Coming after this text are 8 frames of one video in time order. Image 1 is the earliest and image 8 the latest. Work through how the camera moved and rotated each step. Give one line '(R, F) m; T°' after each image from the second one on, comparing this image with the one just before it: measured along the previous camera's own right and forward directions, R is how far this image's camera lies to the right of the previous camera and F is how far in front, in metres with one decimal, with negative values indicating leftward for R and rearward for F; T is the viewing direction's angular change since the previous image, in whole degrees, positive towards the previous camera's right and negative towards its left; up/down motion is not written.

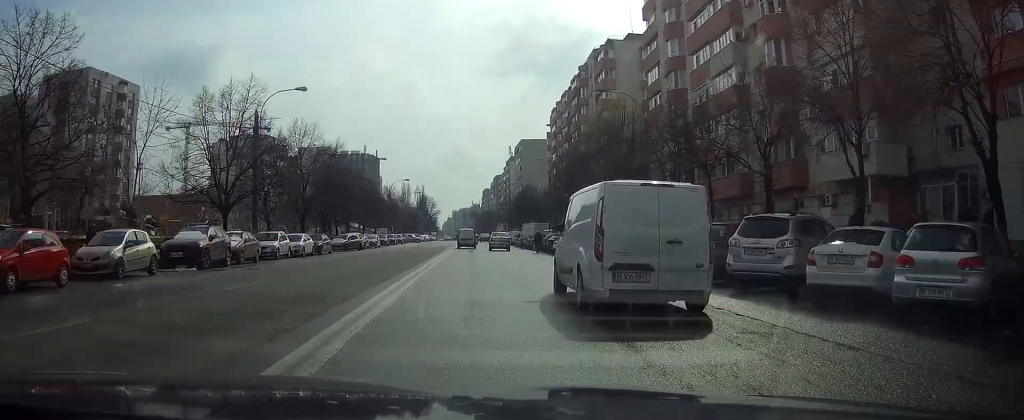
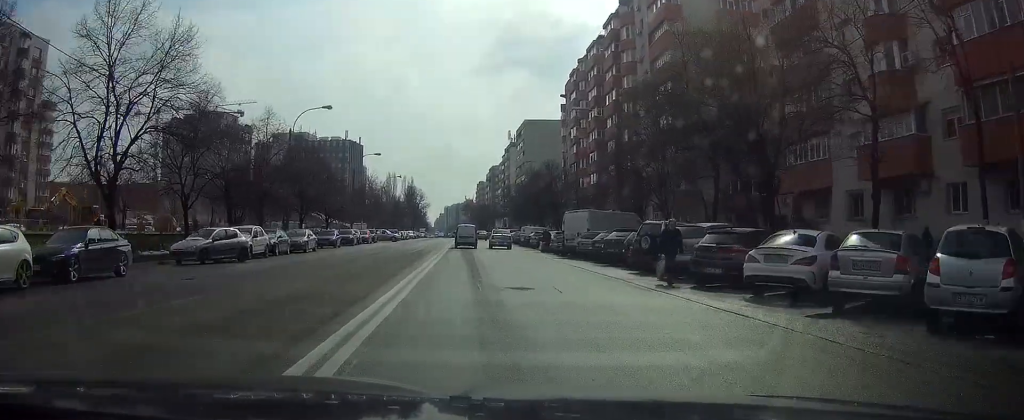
(+0.2, +31.9) m; +1°
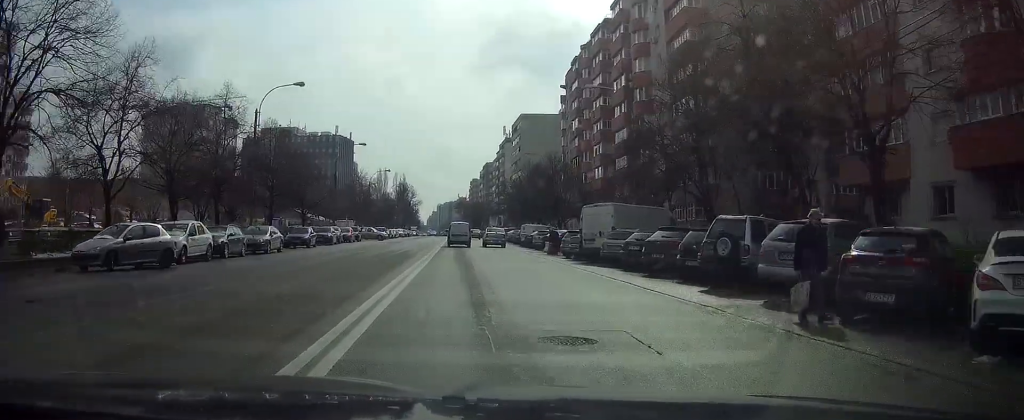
(0.0, +7.5) m; 0°
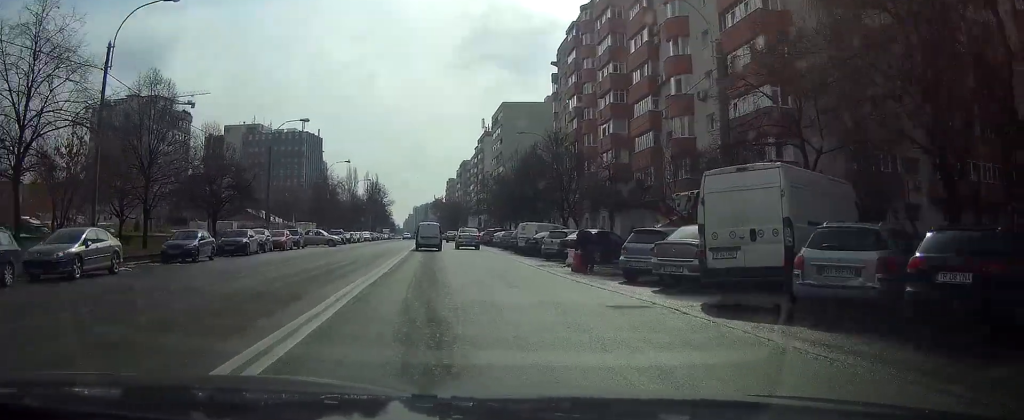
(0.0, +18.0) m; 0°
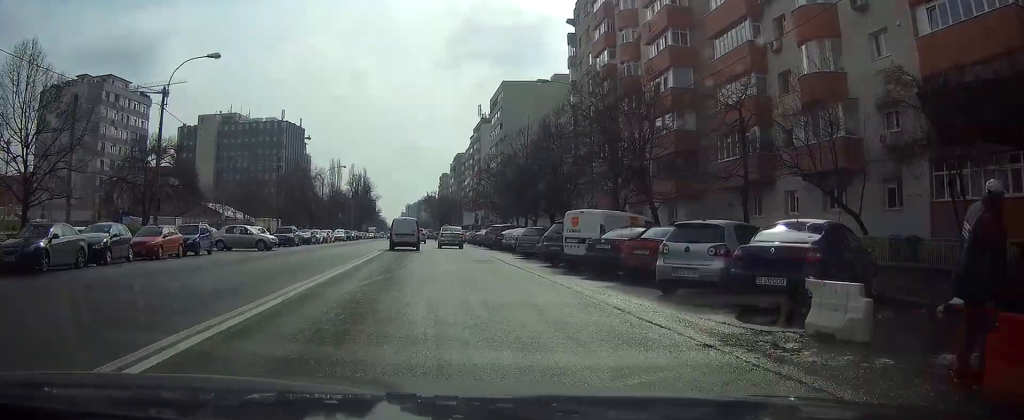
(+0.2, +21.0) m; +1°
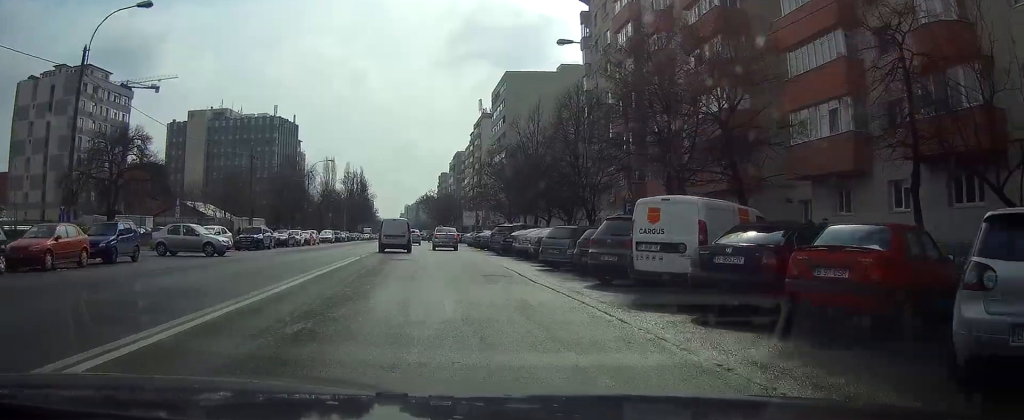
(0.0, +9.2) m; 0°
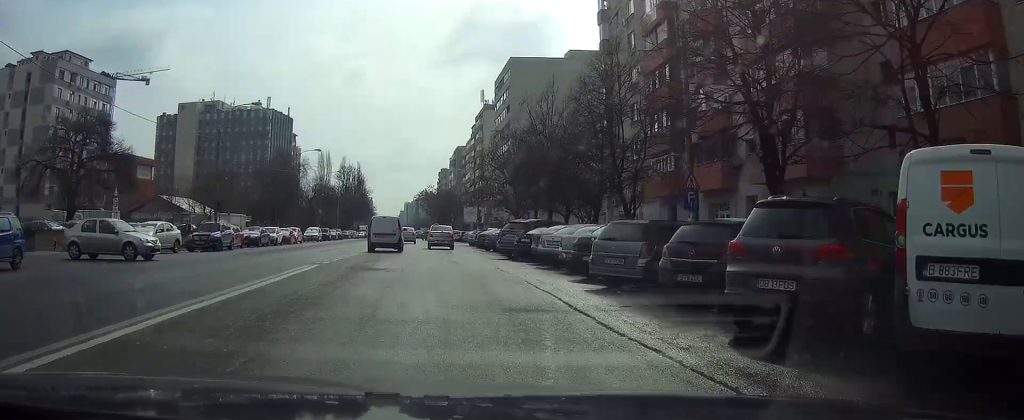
(0.0, +8.9) m; 0°
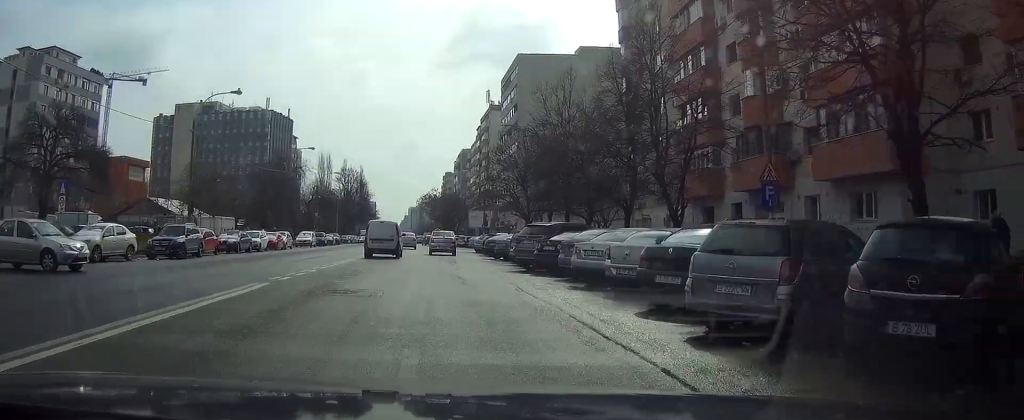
(0.0, +6.1) m; 0°
